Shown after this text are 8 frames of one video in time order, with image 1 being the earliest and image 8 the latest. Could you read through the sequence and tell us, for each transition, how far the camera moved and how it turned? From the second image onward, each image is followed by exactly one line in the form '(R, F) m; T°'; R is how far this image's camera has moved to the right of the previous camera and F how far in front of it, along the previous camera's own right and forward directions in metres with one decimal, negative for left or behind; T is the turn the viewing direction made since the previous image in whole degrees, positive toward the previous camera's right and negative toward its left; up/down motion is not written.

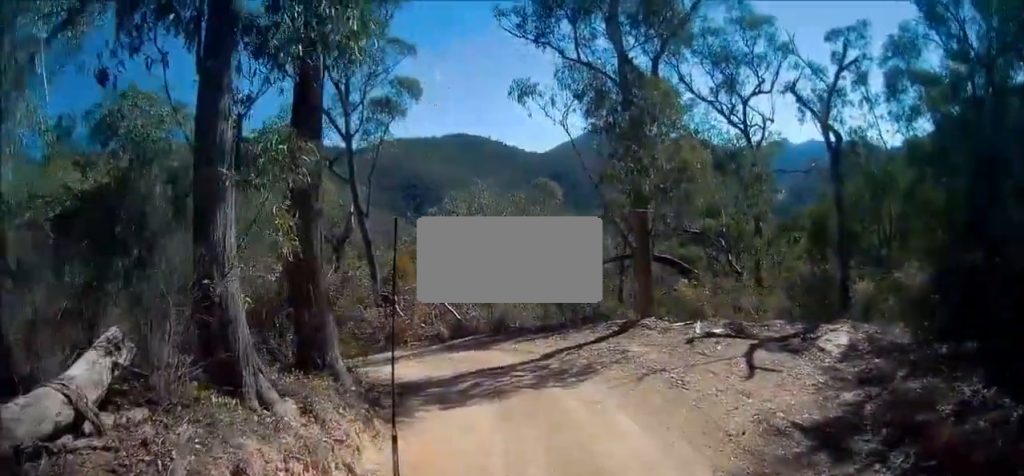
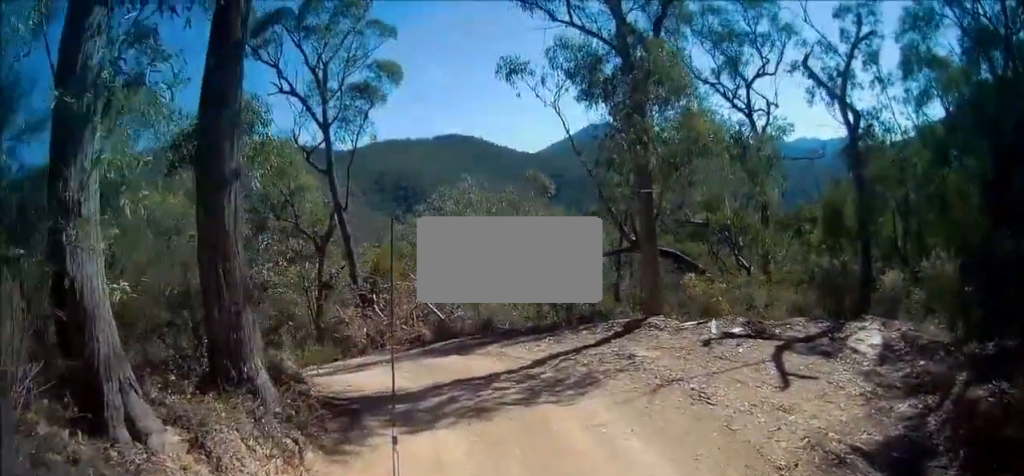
(+0.1, +1.5) m; +2°
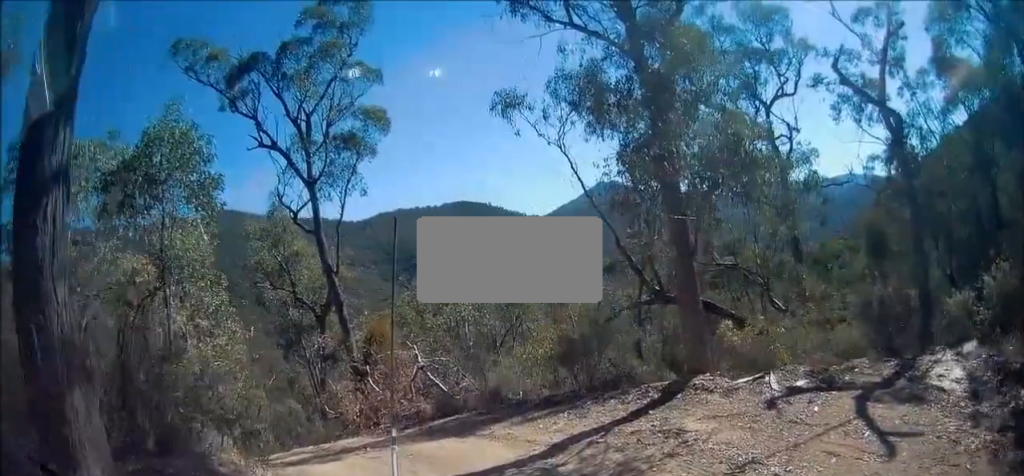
(+0.6, +2.1) m; -3°
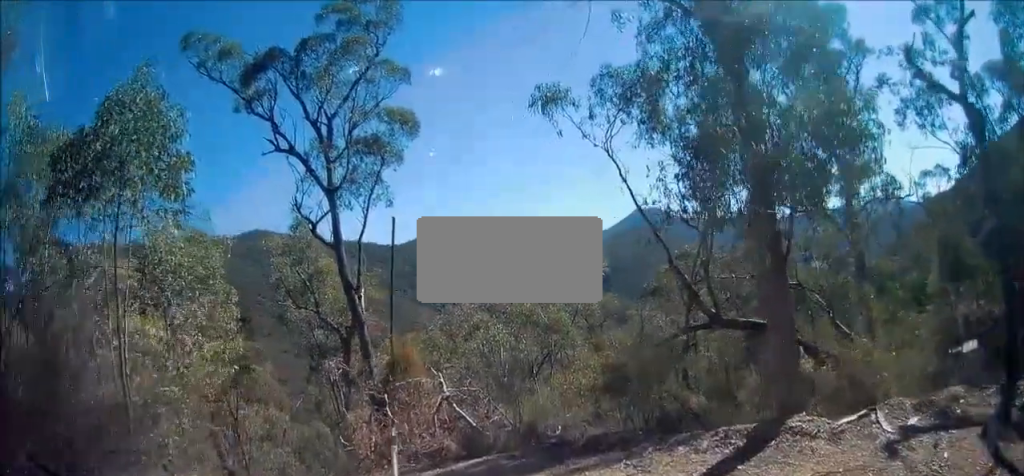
(-0.6, +2.0) m; -10°
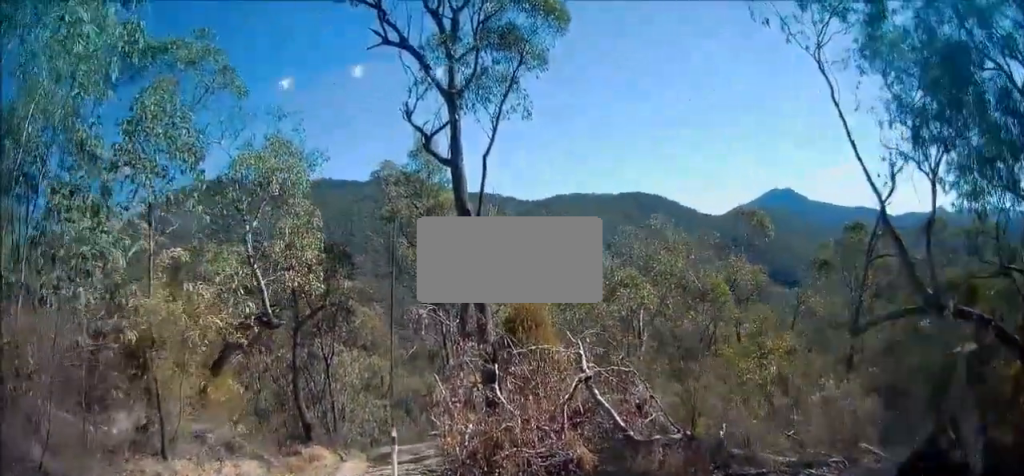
(-0.2, +4.1) m; -9°
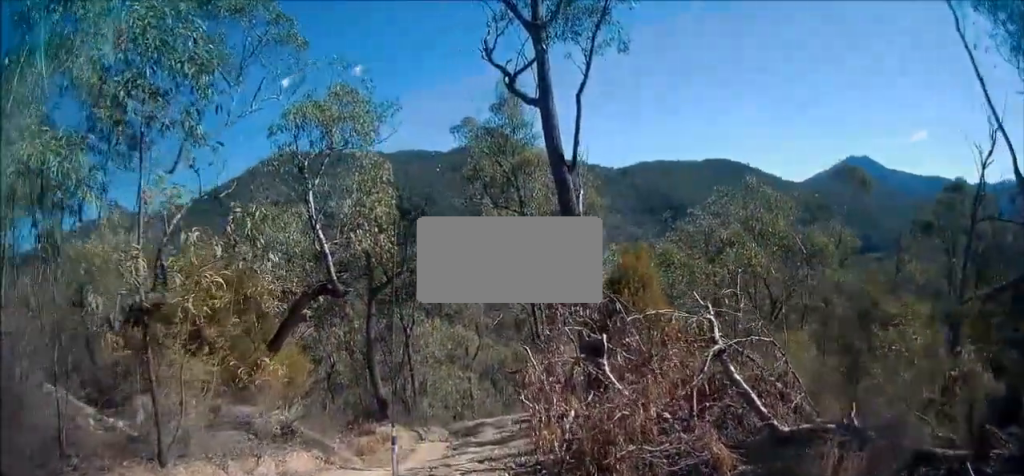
(-0.3, +1.9) m; -13°
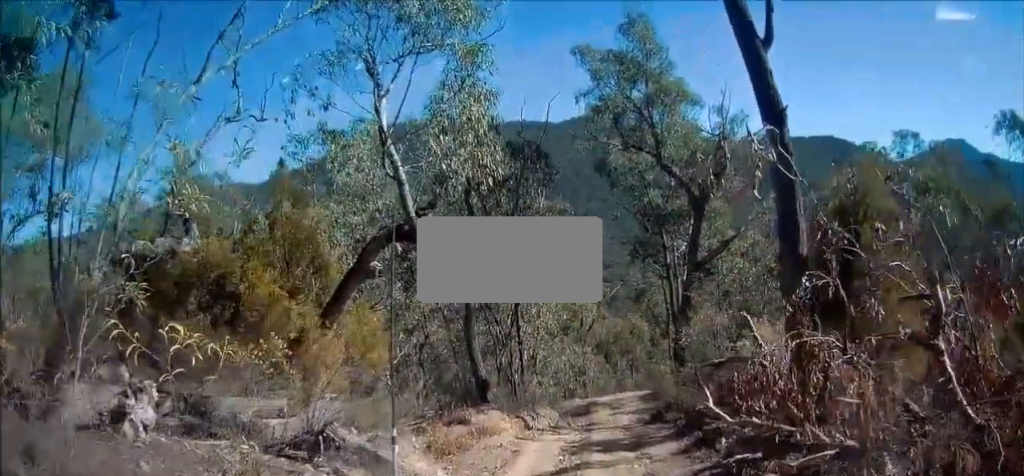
(-1.0, +4.3) m; -11°
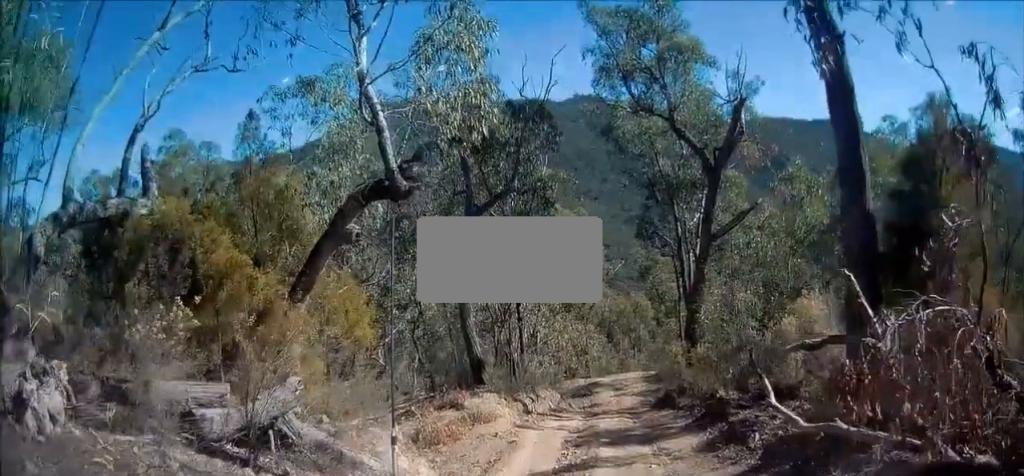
(+0.1, +1.6) m; +4°
